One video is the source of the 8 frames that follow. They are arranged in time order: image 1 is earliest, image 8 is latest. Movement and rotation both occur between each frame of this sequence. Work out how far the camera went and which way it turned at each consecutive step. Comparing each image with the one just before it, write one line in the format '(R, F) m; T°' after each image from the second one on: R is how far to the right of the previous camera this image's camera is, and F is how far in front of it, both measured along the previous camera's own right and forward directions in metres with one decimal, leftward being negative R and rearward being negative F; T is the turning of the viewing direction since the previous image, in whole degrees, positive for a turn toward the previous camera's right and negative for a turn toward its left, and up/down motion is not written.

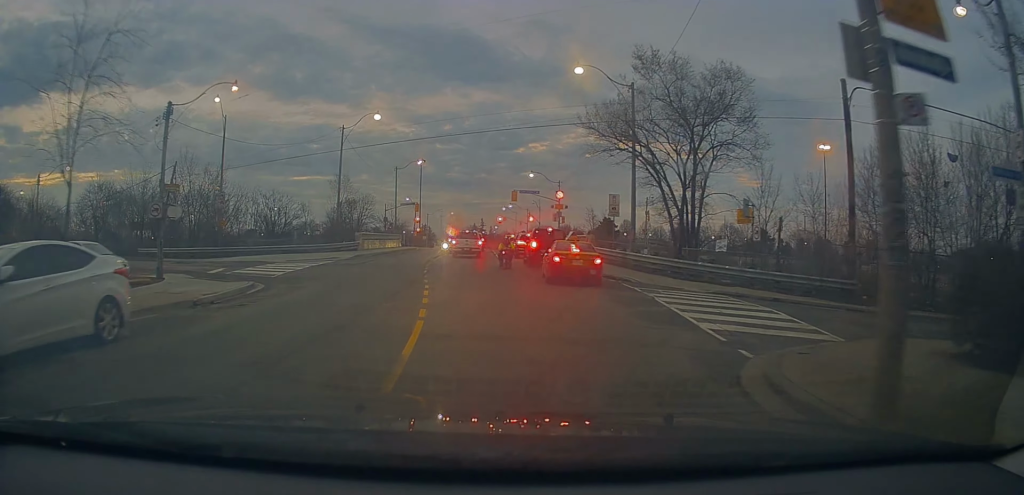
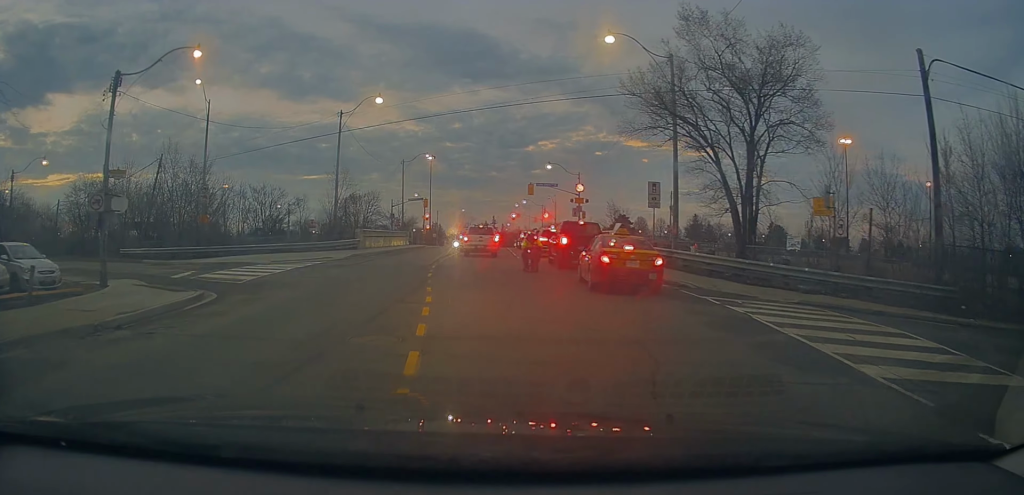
(-0.4, +5.4) m; +1°
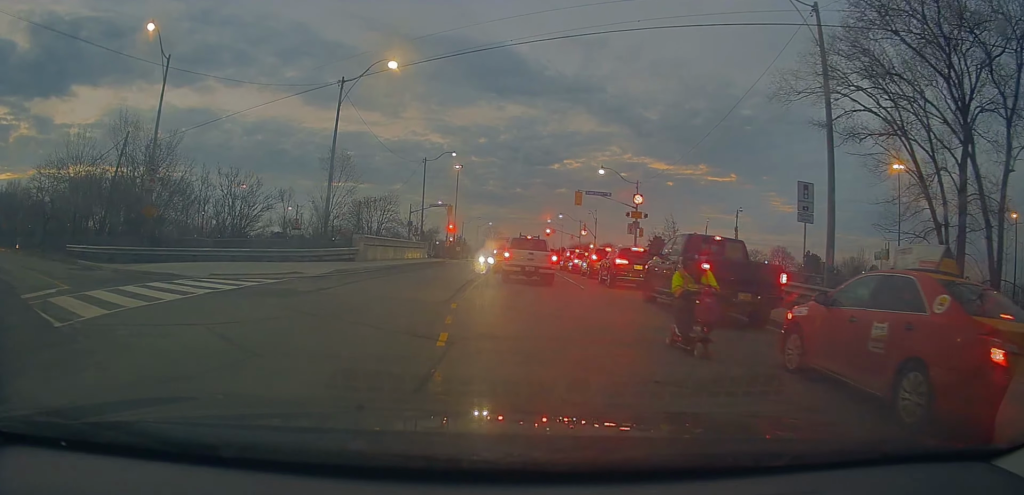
(+0.5, +10.8) m; +2°
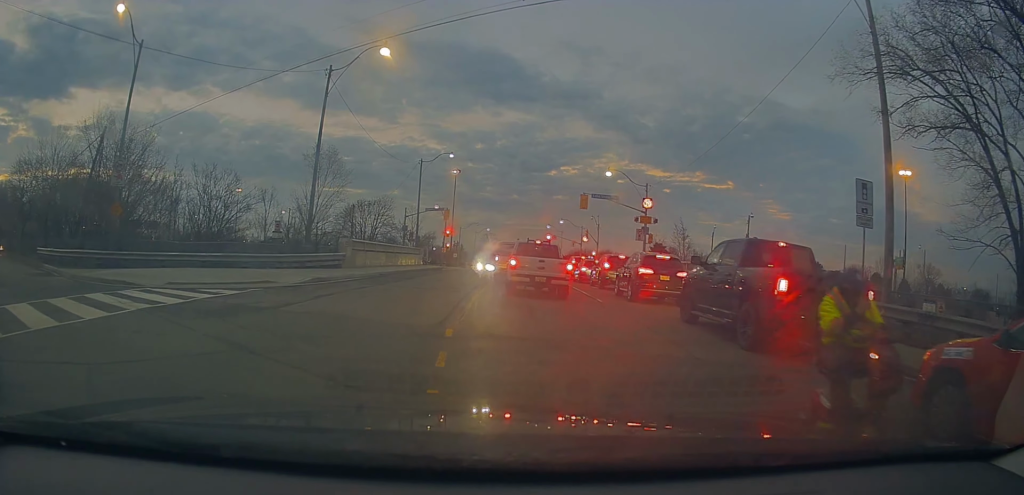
(+0.2, +3.0) m; -2°
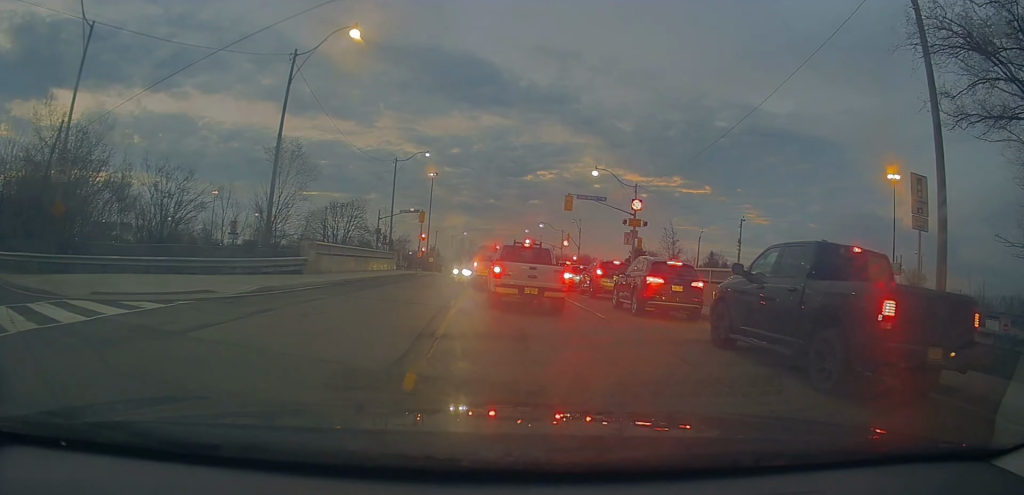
(-0.1, +2.9) m; -2°
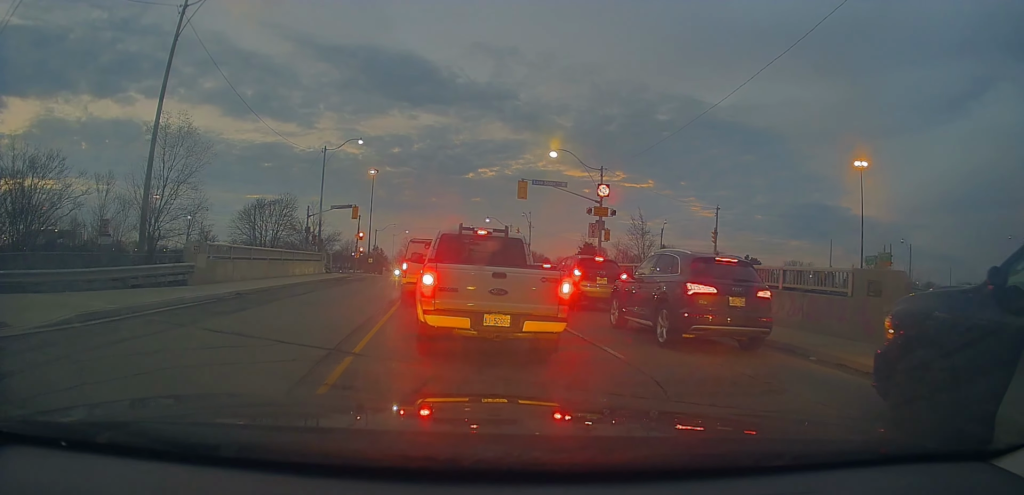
(+0.1, +6.1) m; +7°
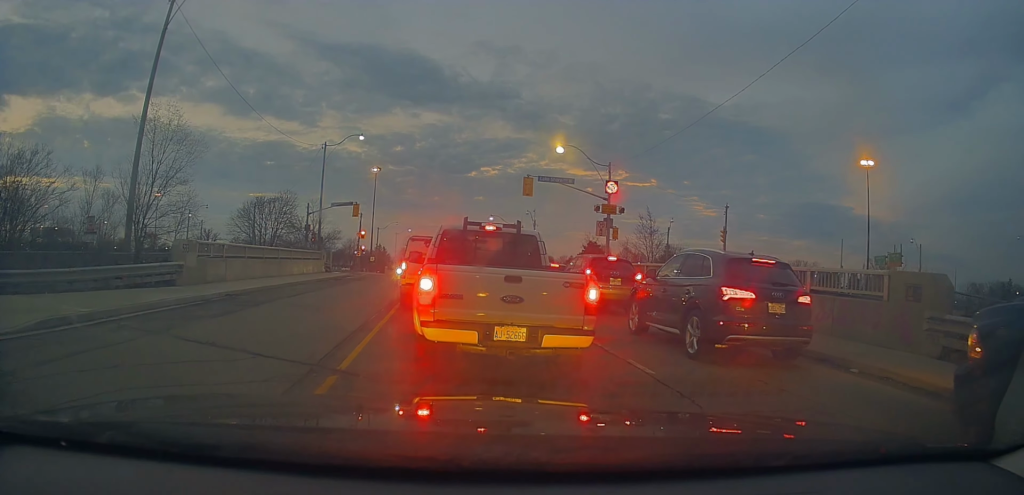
(+0.1, +1.1) m; -1°
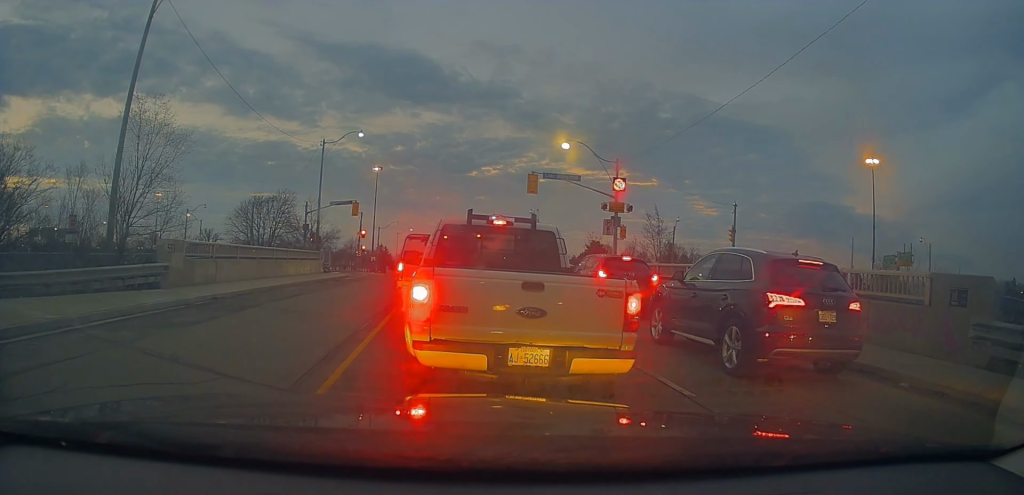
(-0.1, +1.4) m; -1°
